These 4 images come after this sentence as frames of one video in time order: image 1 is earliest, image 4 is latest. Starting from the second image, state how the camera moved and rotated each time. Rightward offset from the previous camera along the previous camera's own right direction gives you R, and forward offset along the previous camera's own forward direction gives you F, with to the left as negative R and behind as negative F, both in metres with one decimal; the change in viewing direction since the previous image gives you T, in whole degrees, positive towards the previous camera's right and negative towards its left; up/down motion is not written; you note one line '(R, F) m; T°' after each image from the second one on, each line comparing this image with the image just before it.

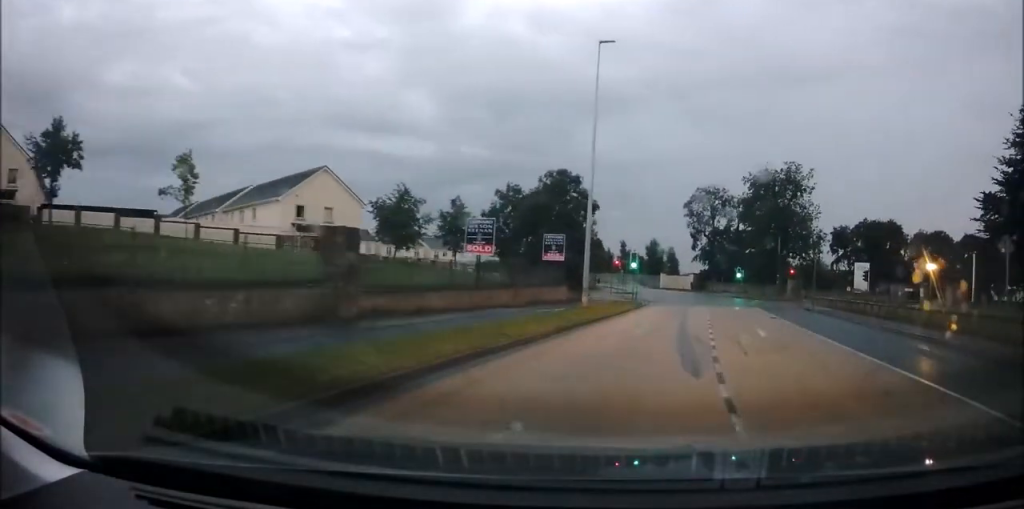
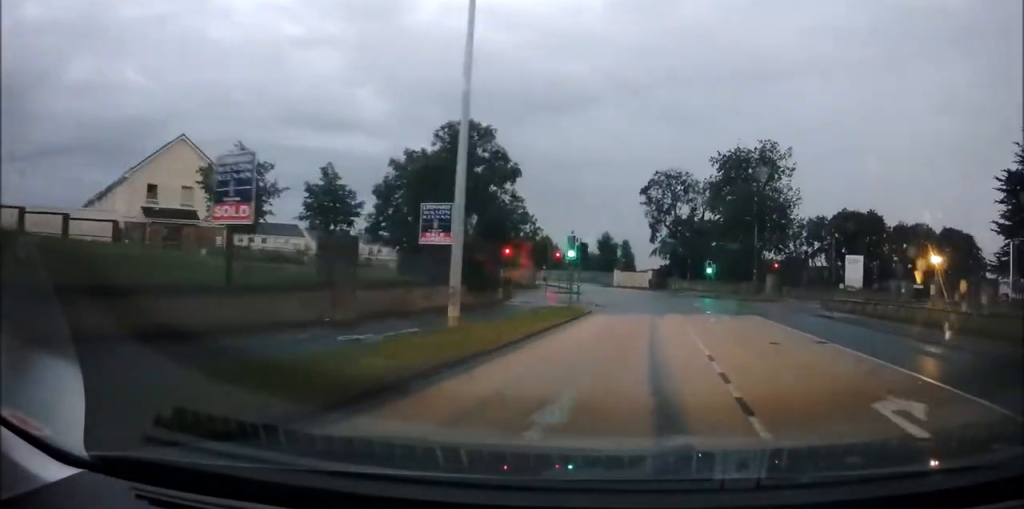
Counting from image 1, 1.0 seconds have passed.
(+0.6, +12.0) m; +3°
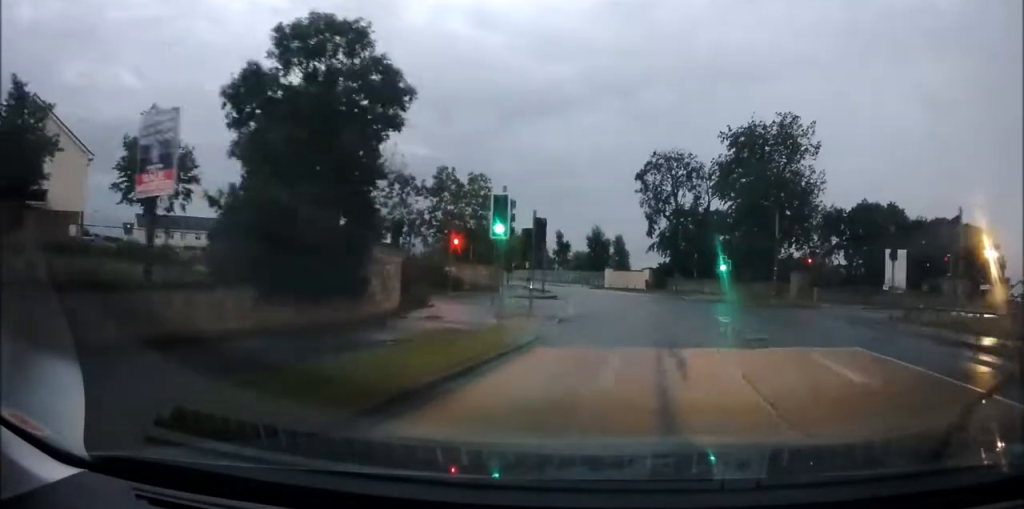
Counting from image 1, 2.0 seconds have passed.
(0.0, +12.3) m; 0°
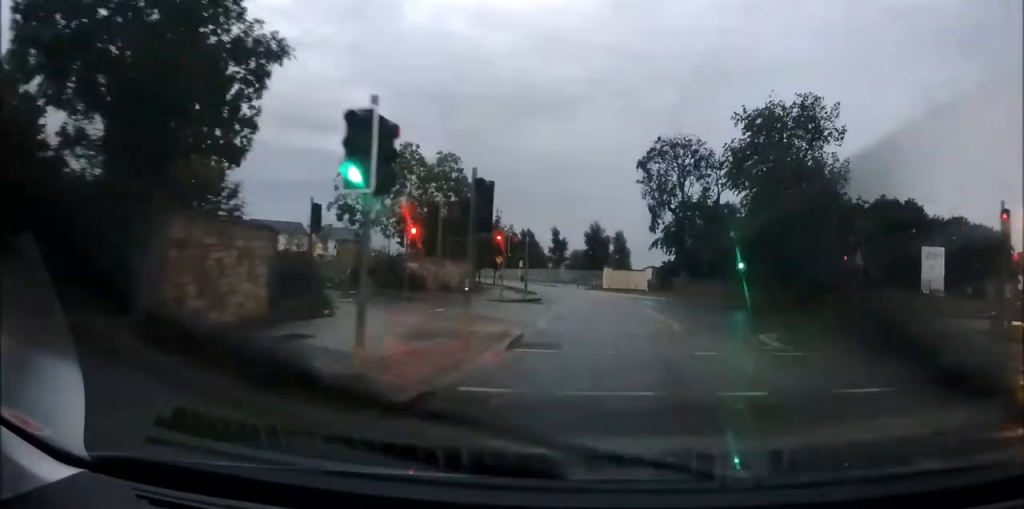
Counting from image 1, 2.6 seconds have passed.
(0.0, +7.2) m; 0°
